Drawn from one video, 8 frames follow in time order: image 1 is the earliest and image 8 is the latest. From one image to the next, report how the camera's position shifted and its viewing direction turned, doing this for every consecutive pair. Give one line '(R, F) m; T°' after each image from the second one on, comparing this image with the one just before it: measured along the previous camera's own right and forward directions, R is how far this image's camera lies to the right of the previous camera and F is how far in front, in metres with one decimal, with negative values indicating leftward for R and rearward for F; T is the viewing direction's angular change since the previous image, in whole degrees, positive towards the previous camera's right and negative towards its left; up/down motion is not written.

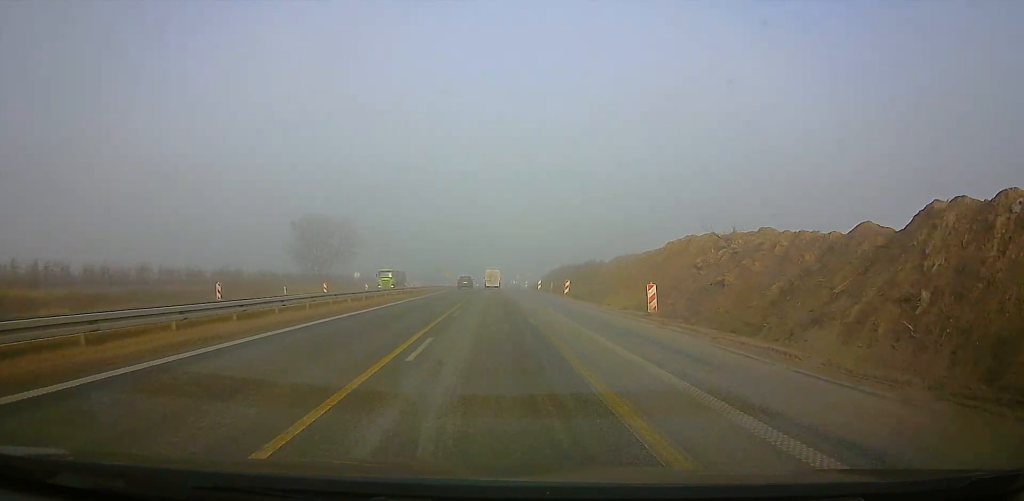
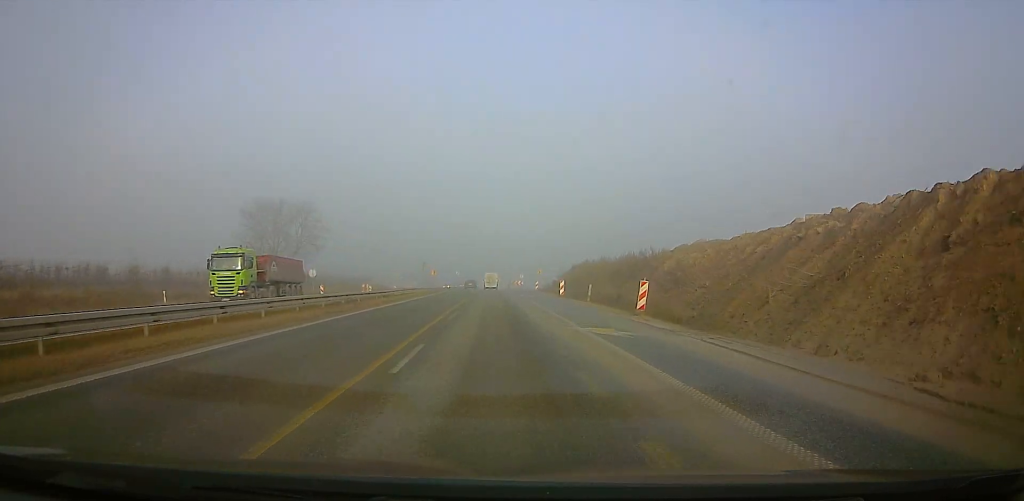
(0.0, +25.4) m; 0°
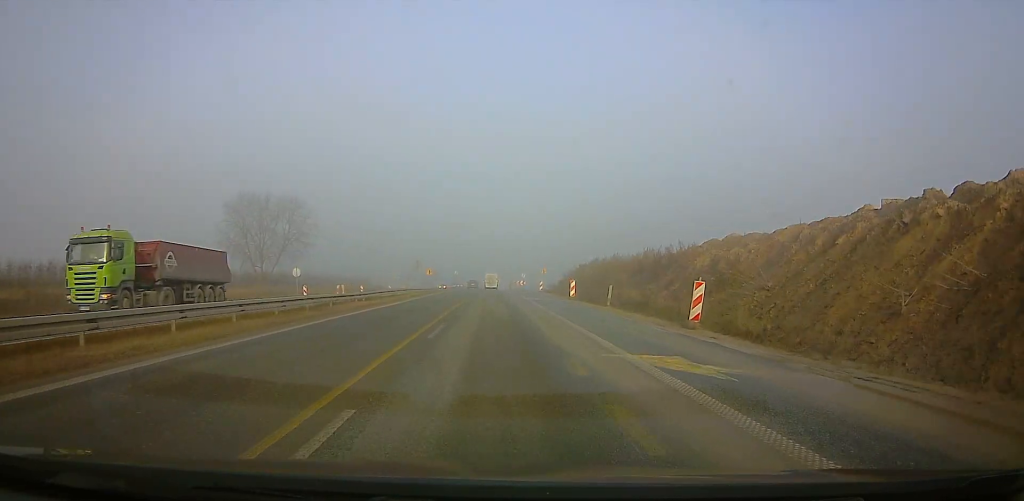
(0.0, +6.9) m; 0°
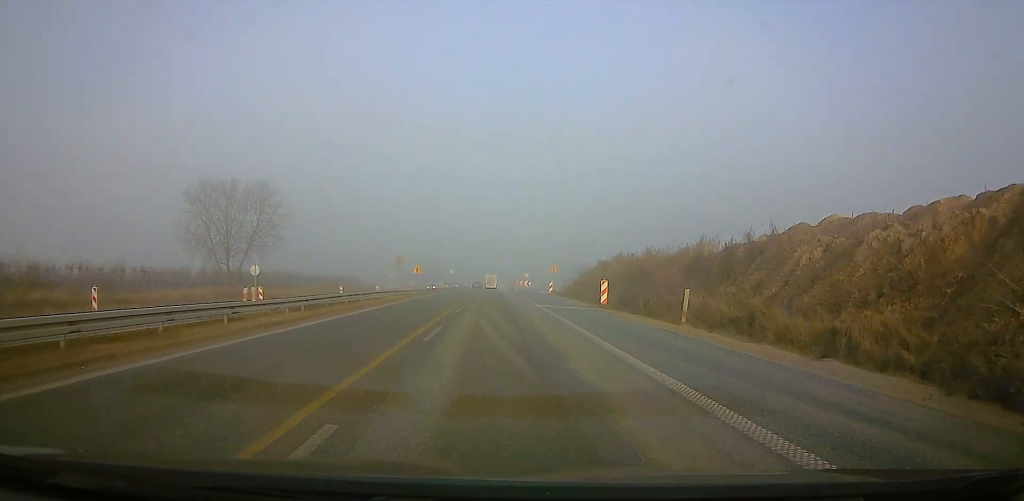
(0.0, +10.7) m; 0°
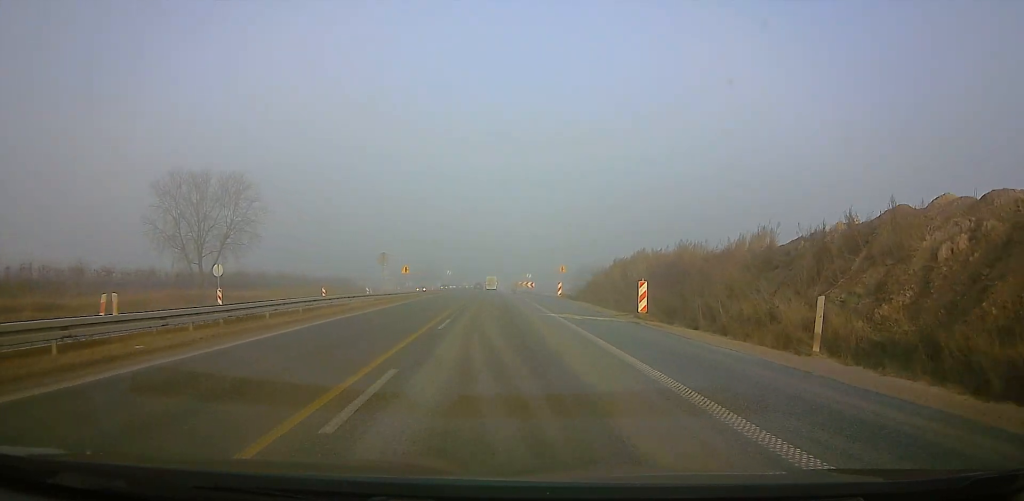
(0.0, +7.5) m; 0°
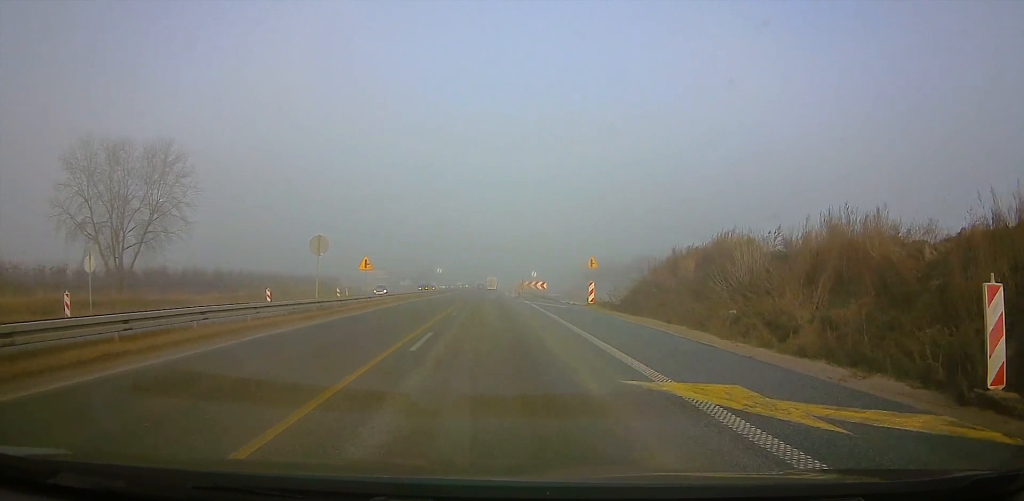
(0.0, +15.1) m; 0°
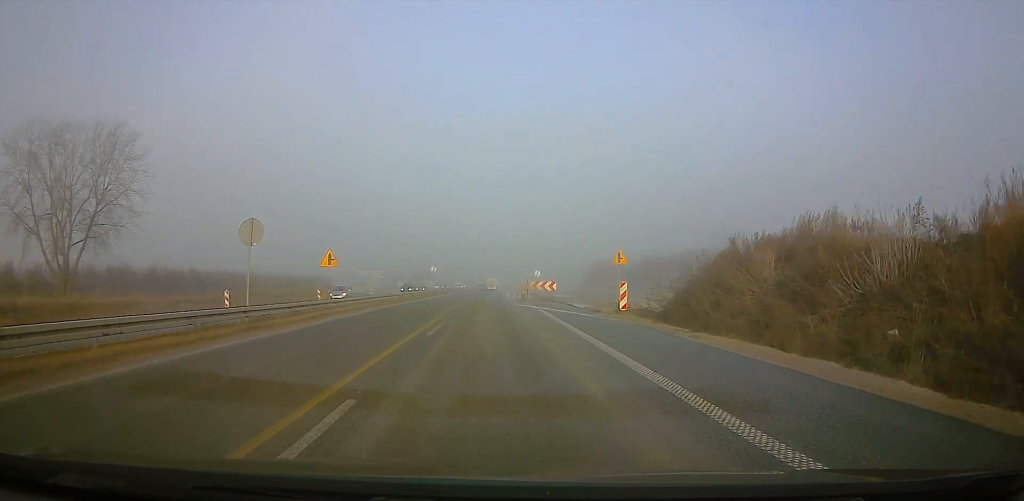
(0.0, +8.0) m; 0°
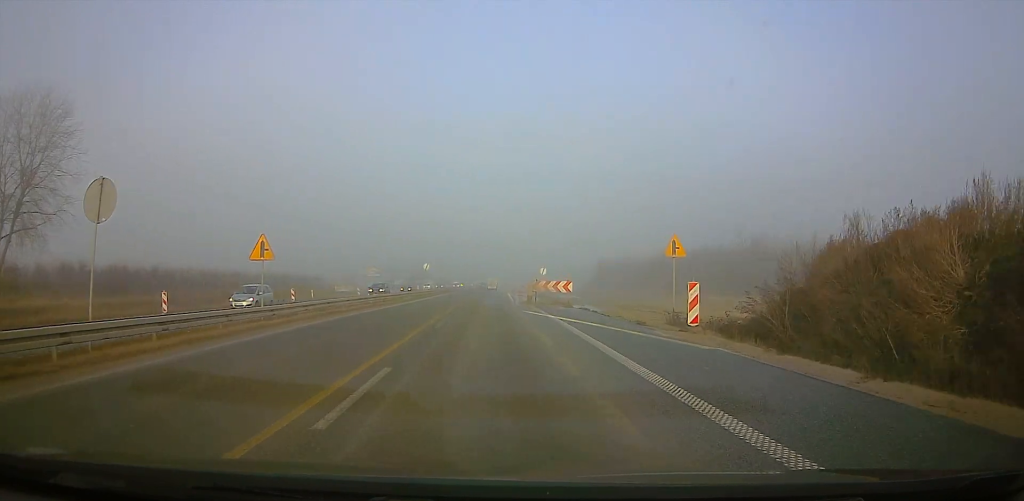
(0.0, +8.7) m; 0°
